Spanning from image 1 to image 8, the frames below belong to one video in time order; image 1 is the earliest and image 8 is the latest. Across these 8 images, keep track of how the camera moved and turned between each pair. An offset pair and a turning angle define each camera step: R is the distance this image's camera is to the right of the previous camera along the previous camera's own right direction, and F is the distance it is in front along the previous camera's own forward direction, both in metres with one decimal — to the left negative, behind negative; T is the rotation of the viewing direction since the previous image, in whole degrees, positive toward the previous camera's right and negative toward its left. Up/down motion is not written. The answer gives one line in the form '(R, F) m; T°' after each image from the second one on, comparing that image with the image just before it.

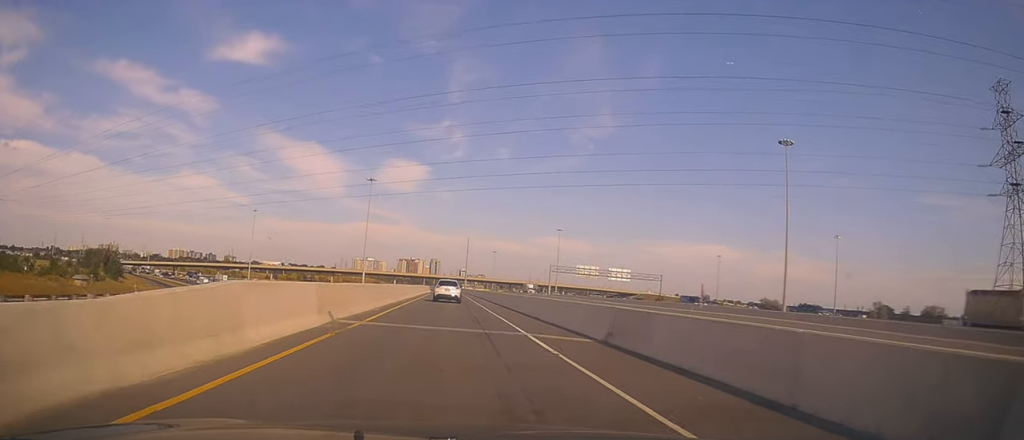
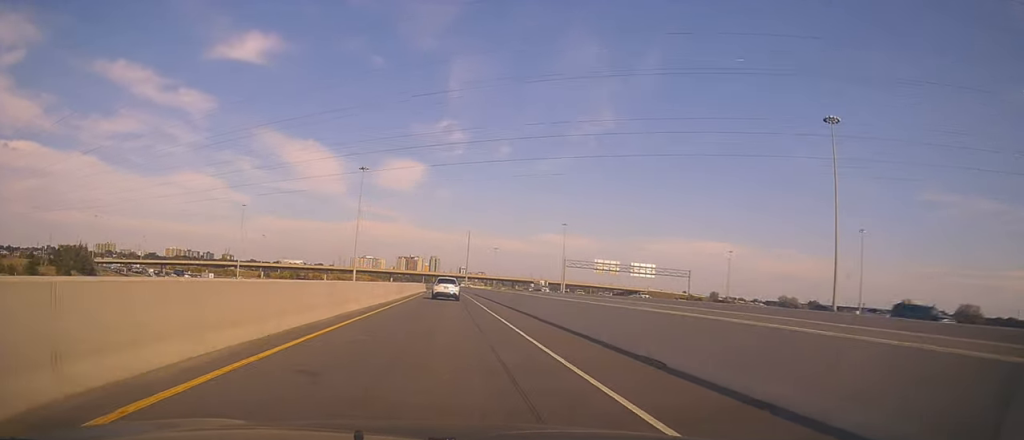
(-0.2, +17.9) m; 0°
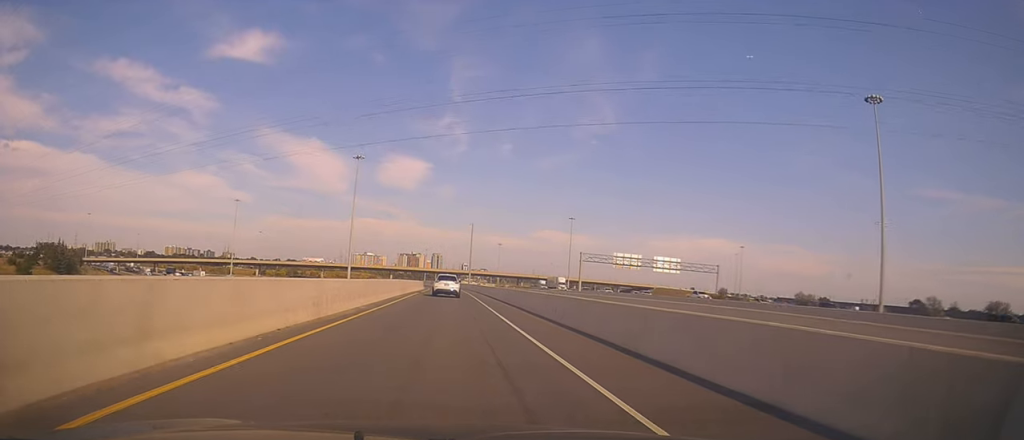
(+0.3, +13.0) m; 0°
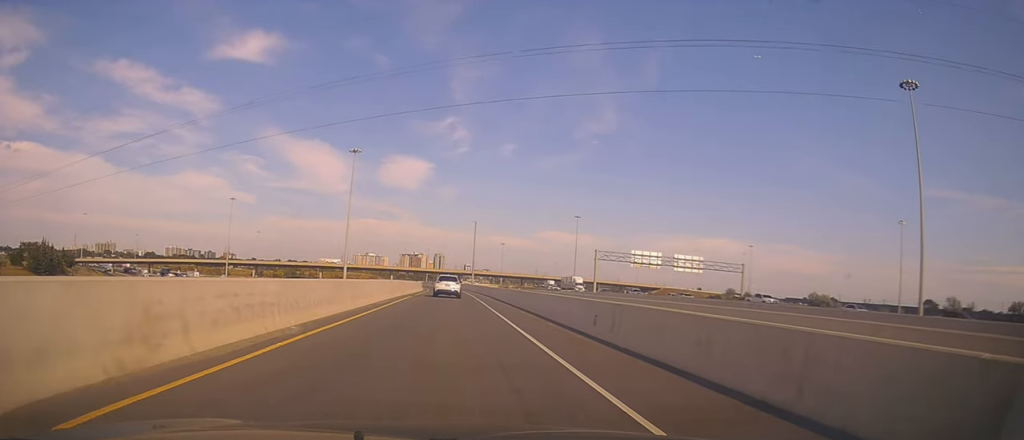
(-0.1, +9.6) m; 0°
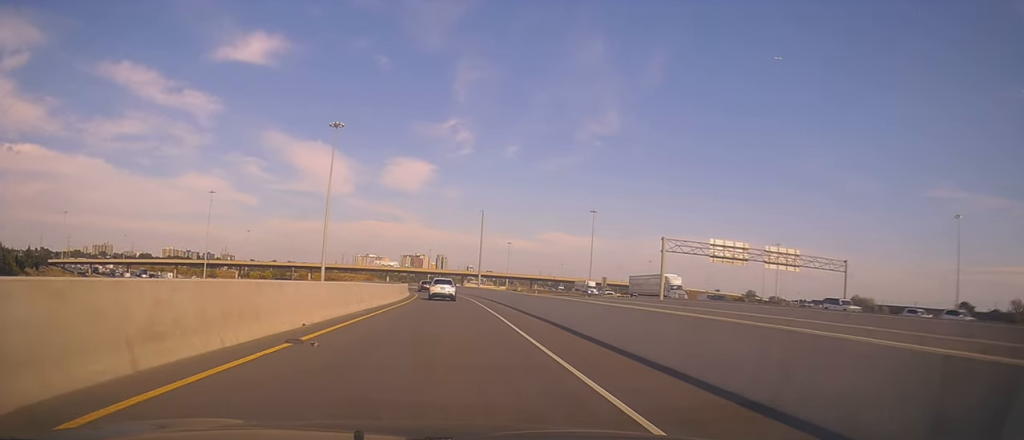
(-0.6, +30.2) m; 0°
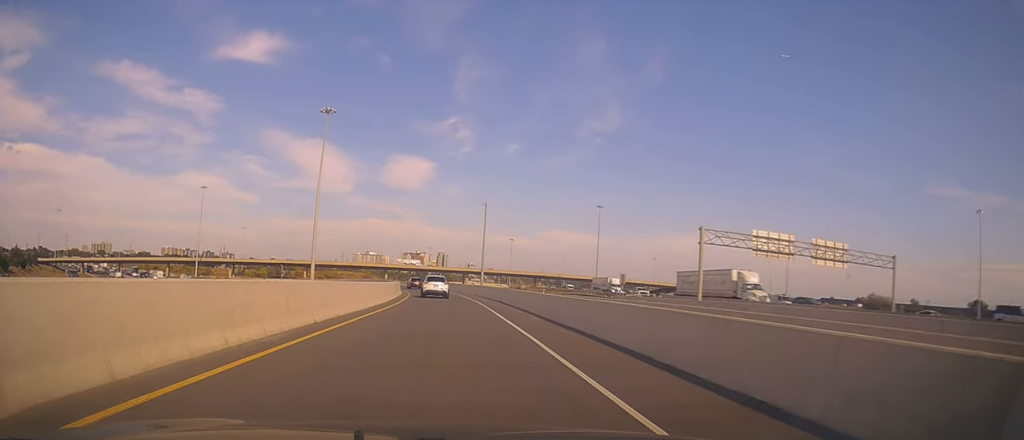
(+0.1, +10.3) m; 0°
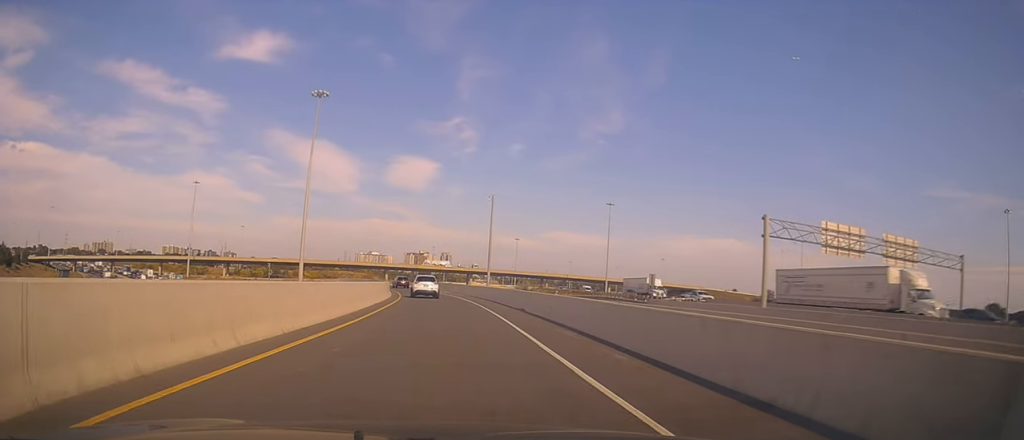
(+0.3, +11.7) m; 0°
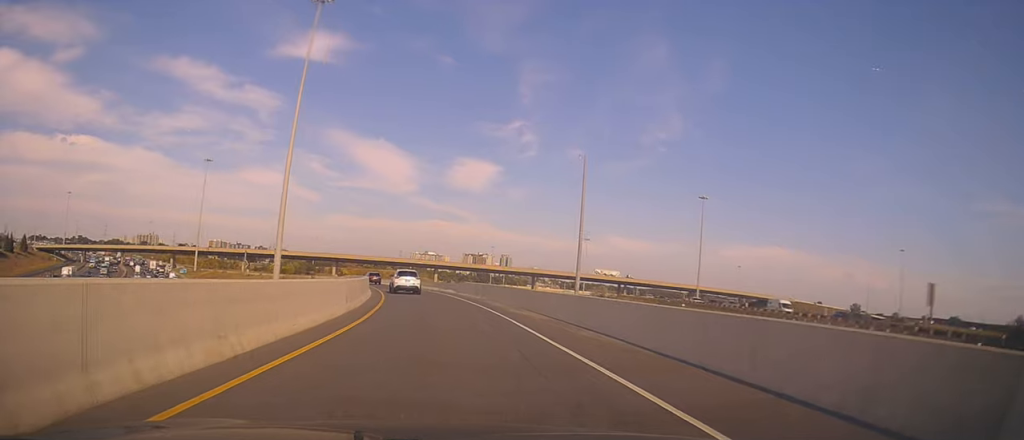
(-1.0, +42.5) m; -3°
